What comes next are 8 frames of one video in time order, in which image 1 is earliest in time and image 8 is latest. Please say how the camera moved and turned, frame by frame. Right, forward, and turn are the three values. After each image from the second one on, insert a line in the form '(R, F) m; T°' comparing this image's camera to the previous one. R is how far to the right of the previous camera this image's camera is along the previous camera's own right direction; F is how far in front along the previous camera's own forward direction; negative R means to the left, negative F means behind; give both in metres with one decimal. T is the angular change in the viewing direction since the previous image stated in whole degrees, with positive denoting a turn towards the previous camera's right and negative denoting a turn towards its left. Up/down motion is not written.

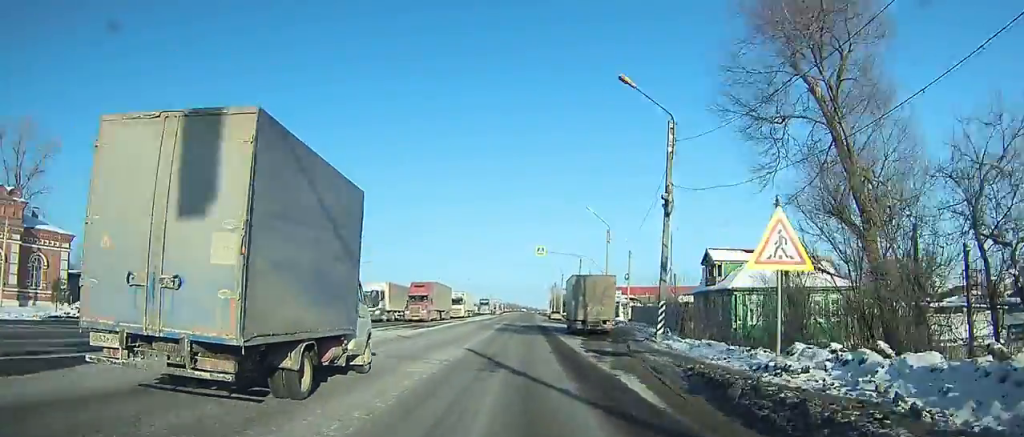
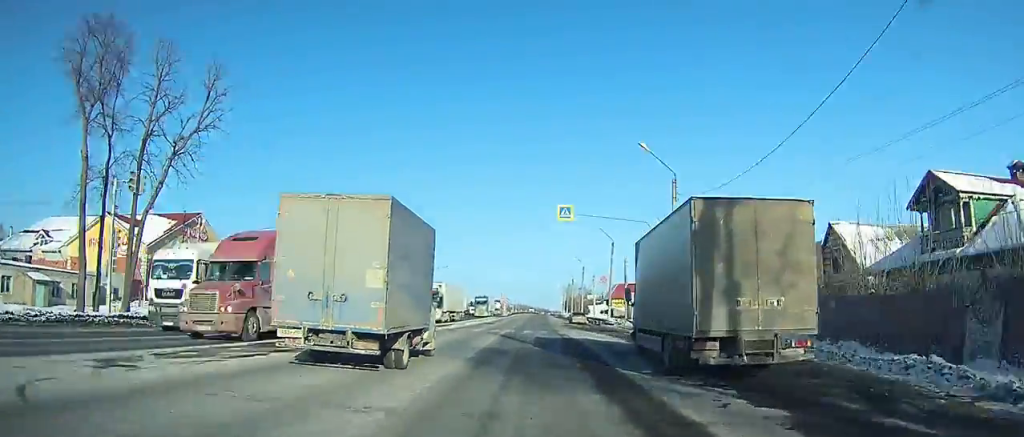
(-0.1, +22.4) m; 0°
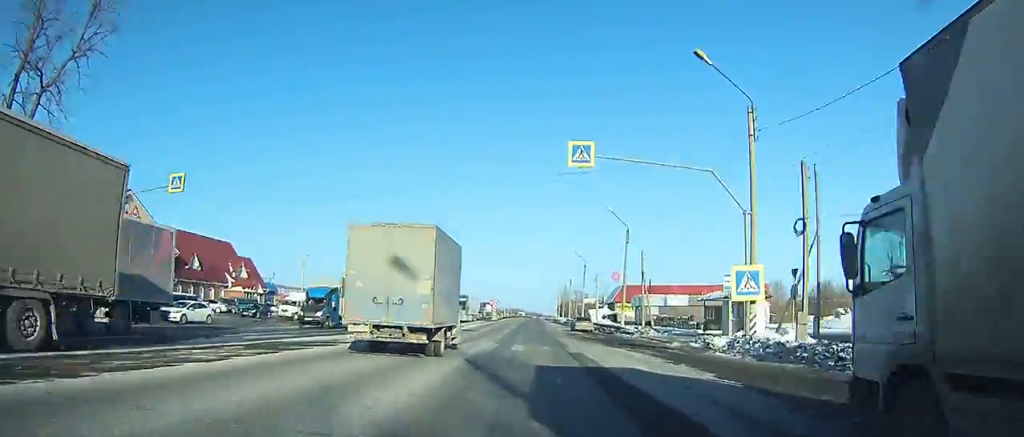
(0.0, +13.5) m; 0°
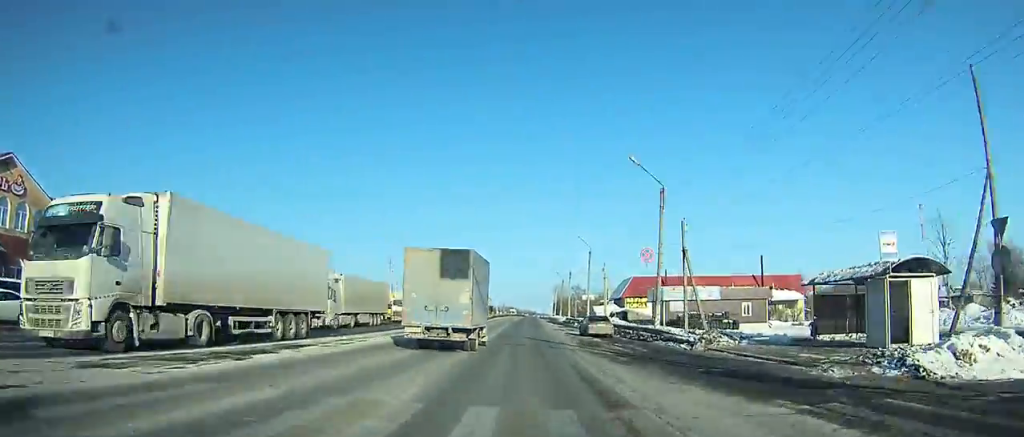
(-0.1, +17.7) m; 0°
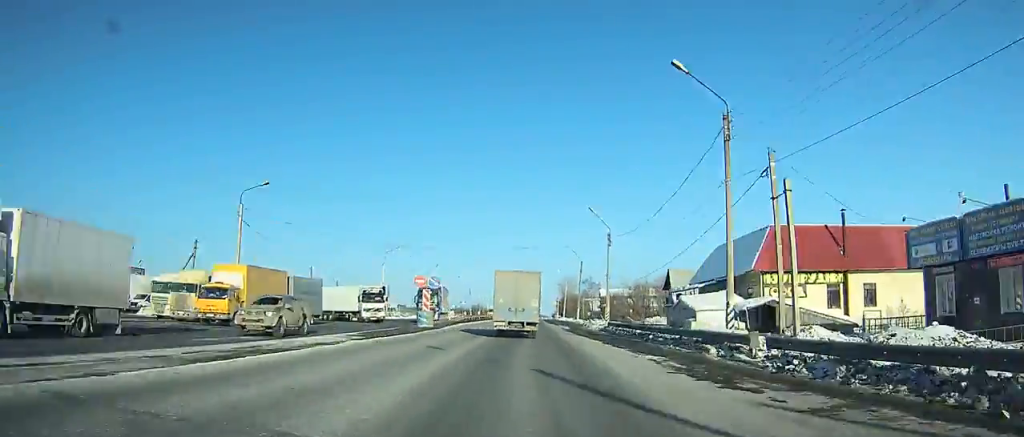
(0.0, +51.8) m; 0°
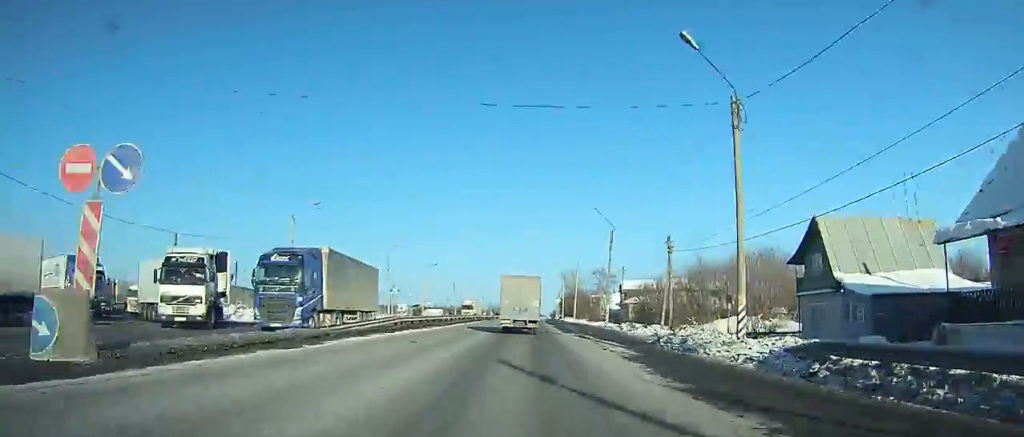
(+0.2, +35.2) m; 0°
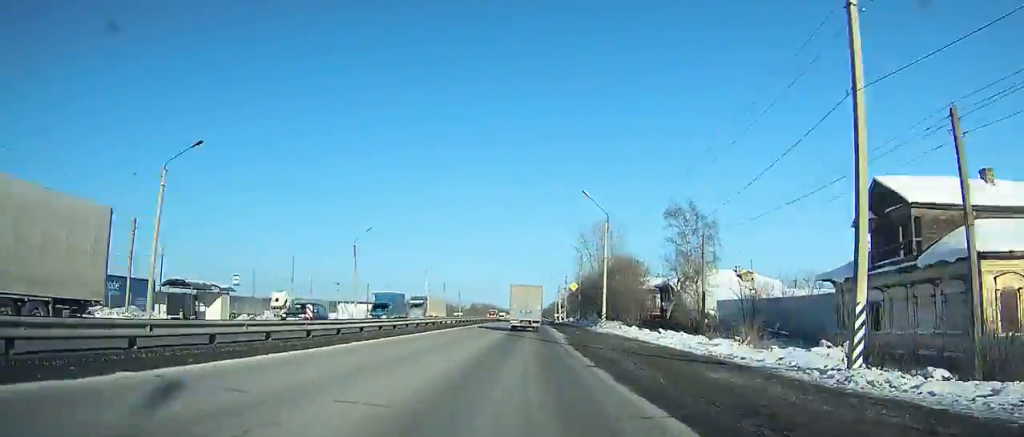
(+0.6, +81.7) m; +1°
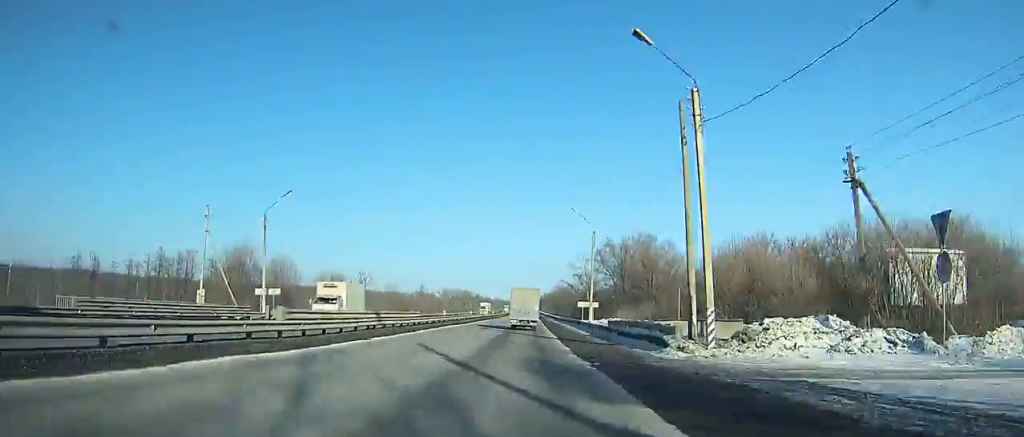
(+1.2, +125.4) m; +1°
